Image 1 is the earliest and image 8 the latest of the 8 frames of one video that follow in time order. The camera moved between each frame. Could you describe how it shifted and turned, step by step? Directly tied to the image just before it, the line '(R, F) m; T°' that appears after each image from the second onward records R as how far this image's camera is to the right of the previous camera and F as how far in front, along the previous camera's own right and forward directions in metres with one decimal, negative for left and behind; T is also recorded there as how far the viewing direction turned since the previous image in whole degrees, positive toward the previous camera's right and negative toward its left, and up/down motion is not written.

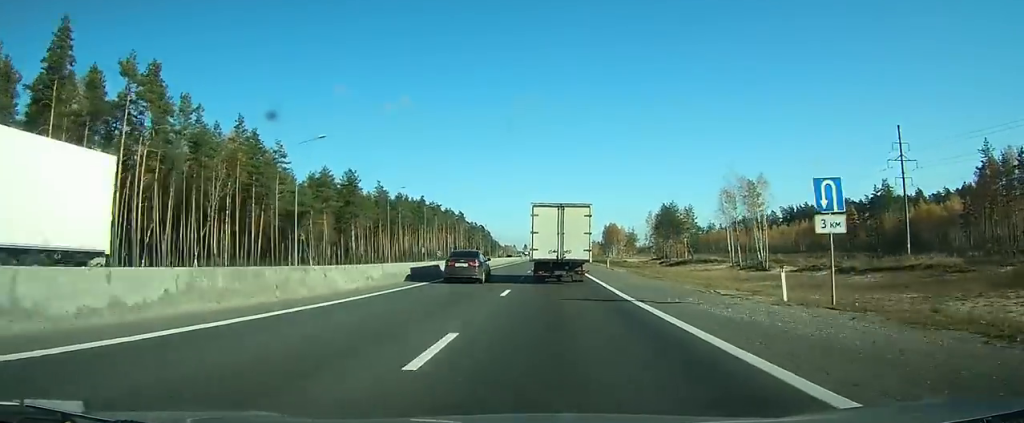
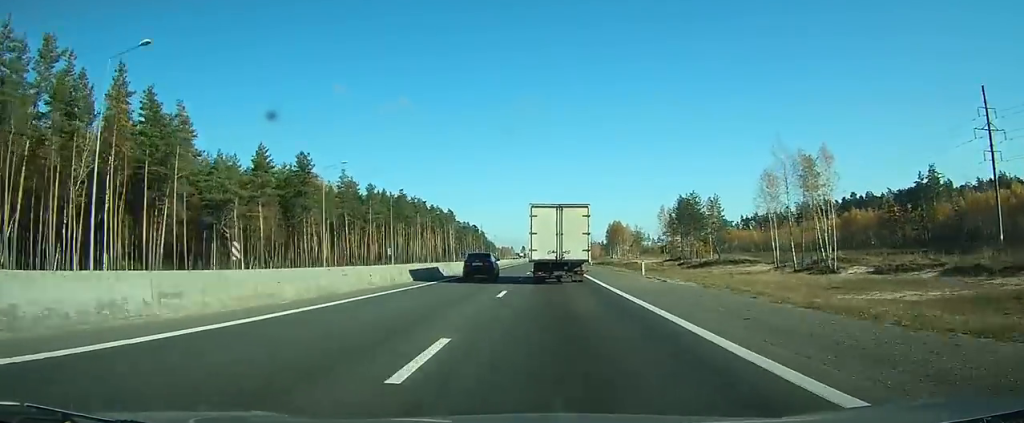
(+0.1, +23.1) m; 0°
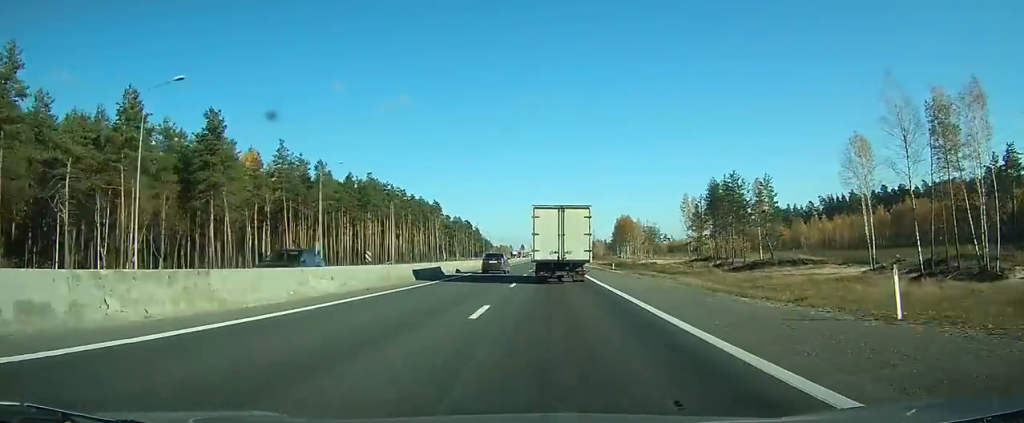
(0.0, +30.0) m; 0°
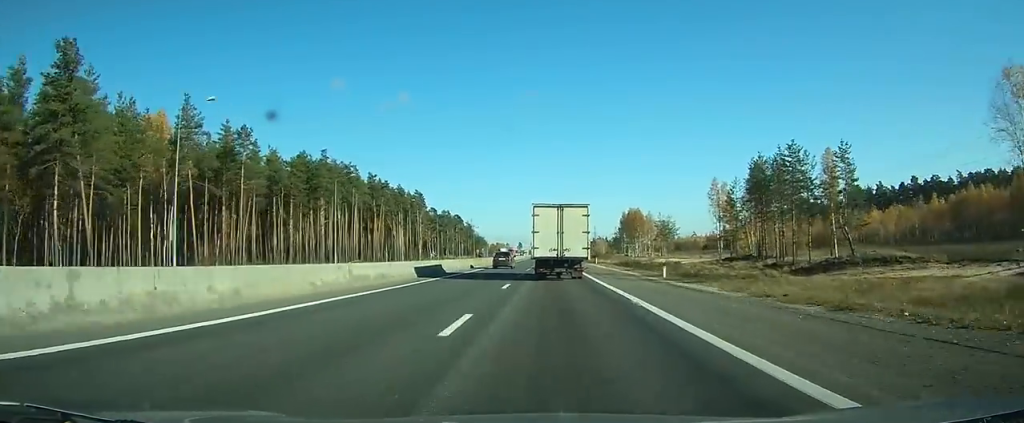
(-0.1, +28.3) m; 0°
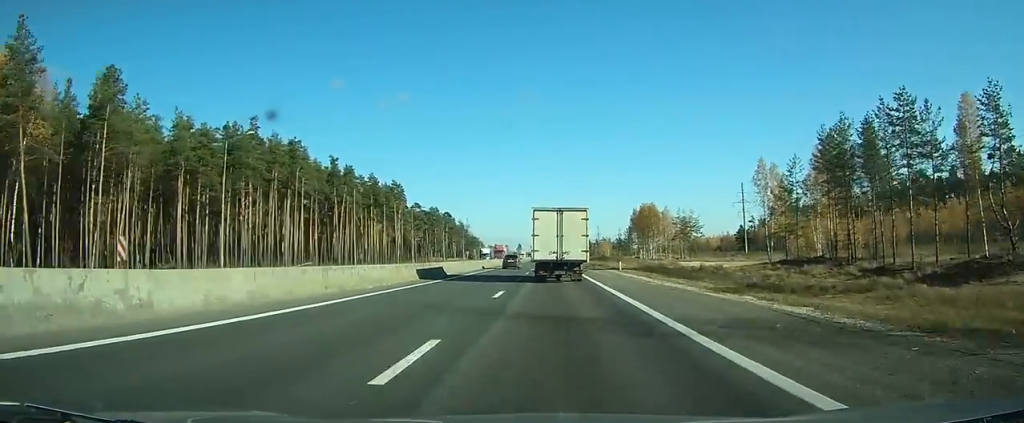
(+0.1, +28.7) m; 0°
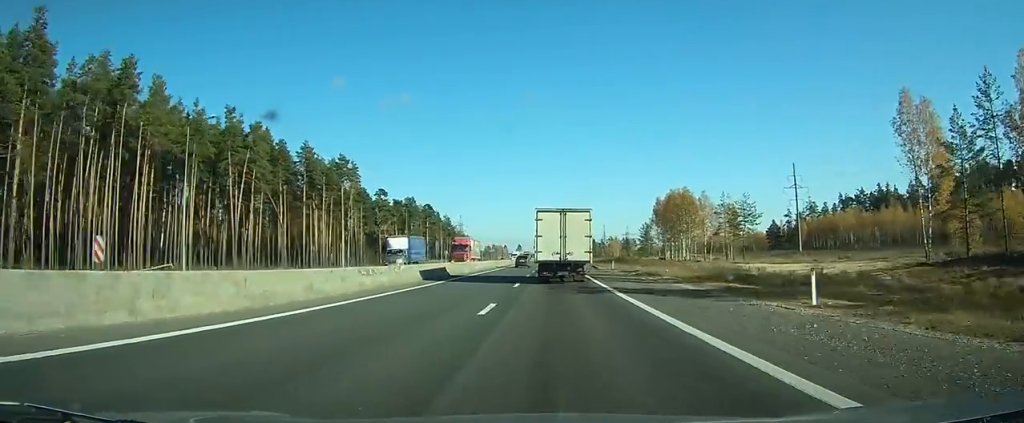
(0.0, +42.0) m; 0°
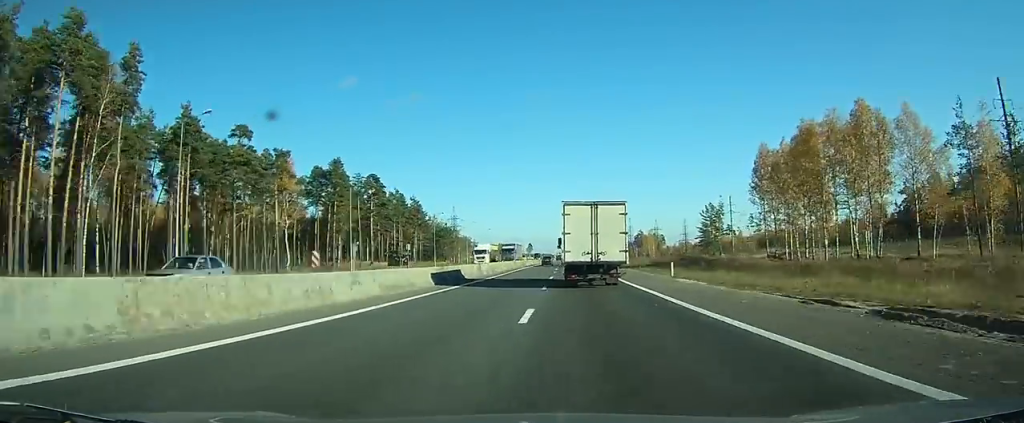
(-0.5, +72.2) m; -1°
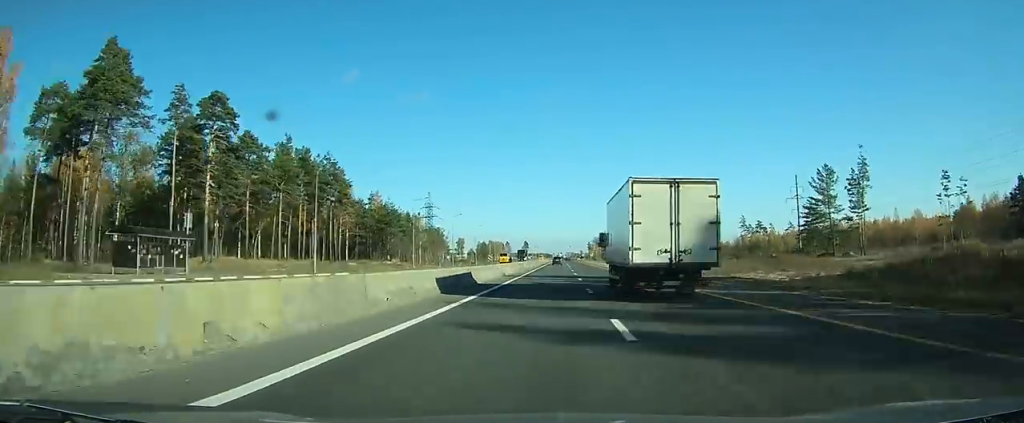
(-0.2, +62.0) m; 0°
